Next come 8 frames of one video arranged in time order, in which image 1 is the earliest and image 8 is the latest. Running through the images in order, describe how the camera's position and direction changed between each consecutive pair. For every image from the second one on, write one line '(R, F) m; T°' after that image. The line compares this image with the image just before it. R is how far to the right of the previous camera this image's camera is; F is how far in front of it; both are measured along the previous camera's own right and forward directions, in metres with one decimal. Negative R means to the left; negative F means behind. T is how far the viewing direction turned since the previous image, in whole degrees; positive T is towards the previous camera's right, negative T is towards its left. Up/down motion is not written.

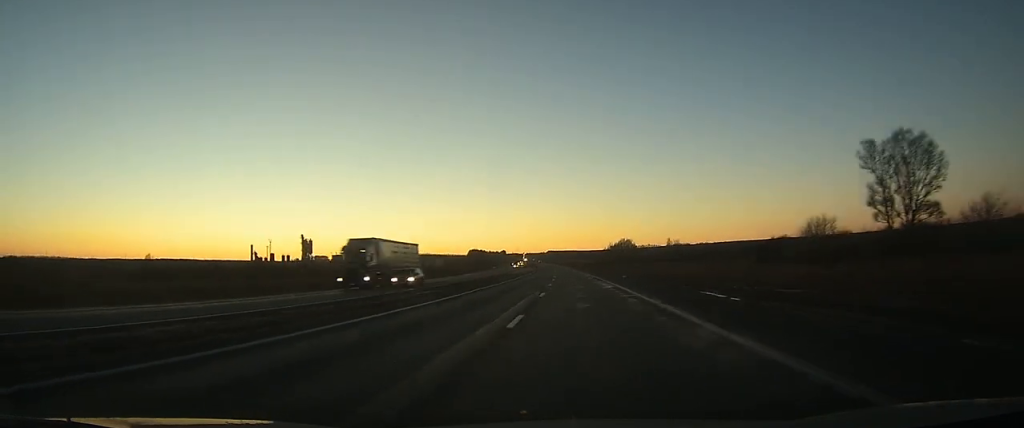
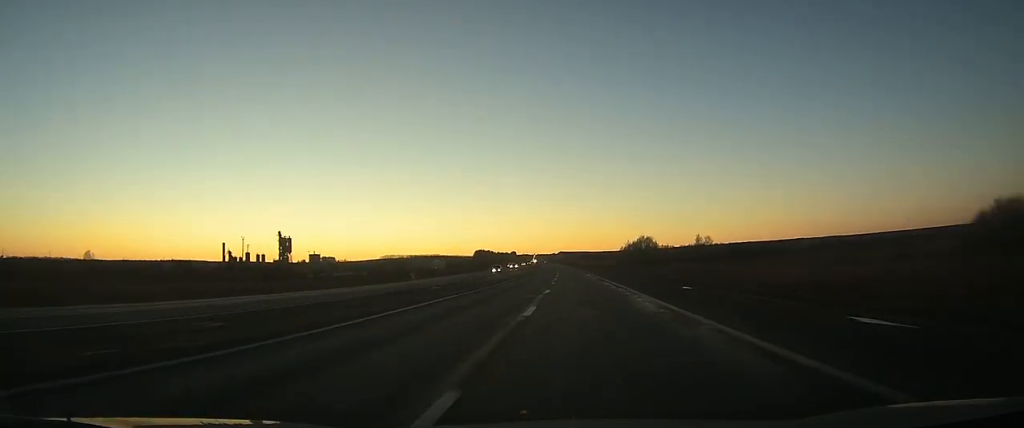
(-0.6, +49.1) m; -1°
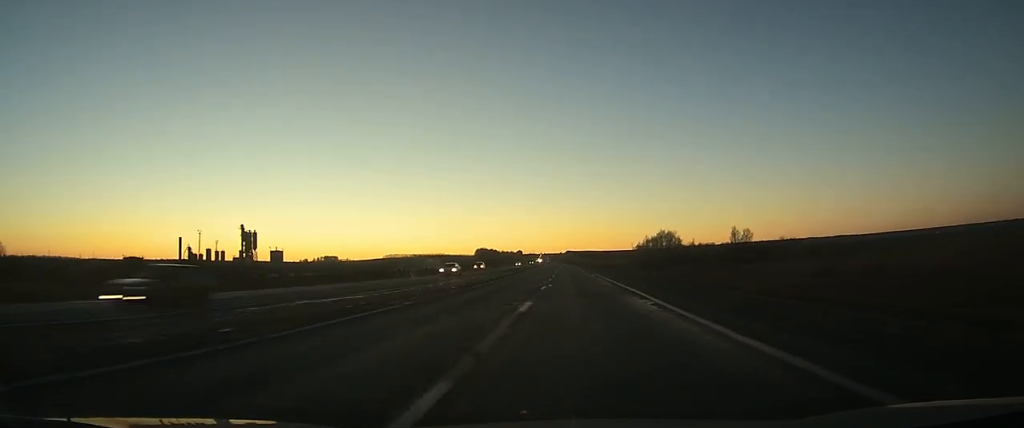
(-0.6, +50.7) m; -1°
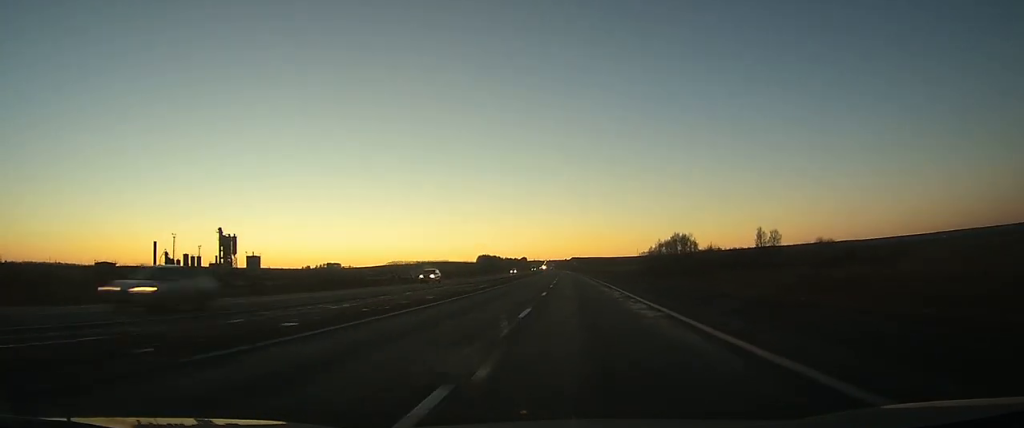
(-0.3, +24.8) m; -1°
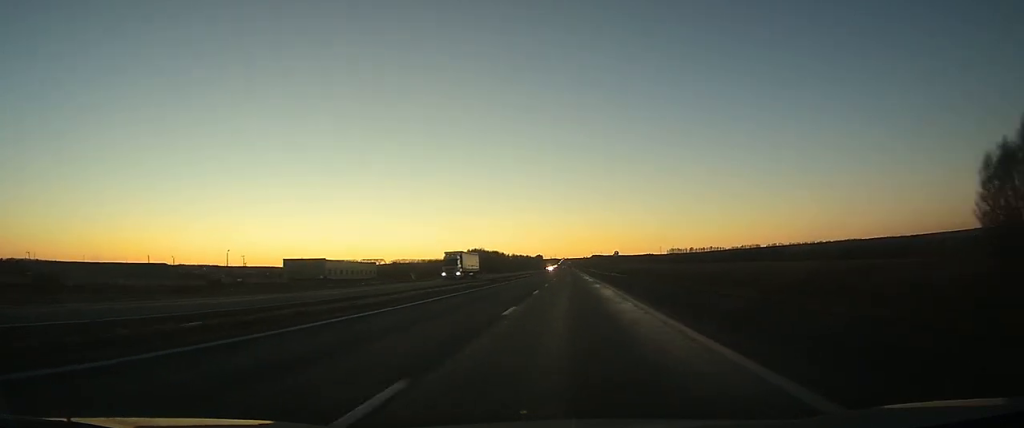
(-4.3, +181.2) m; -2°
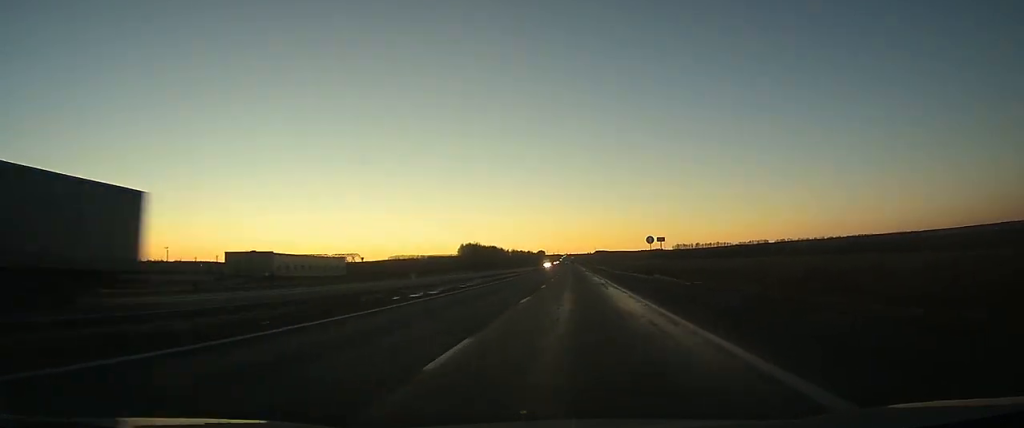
(0.0, +38.1) m; 0°
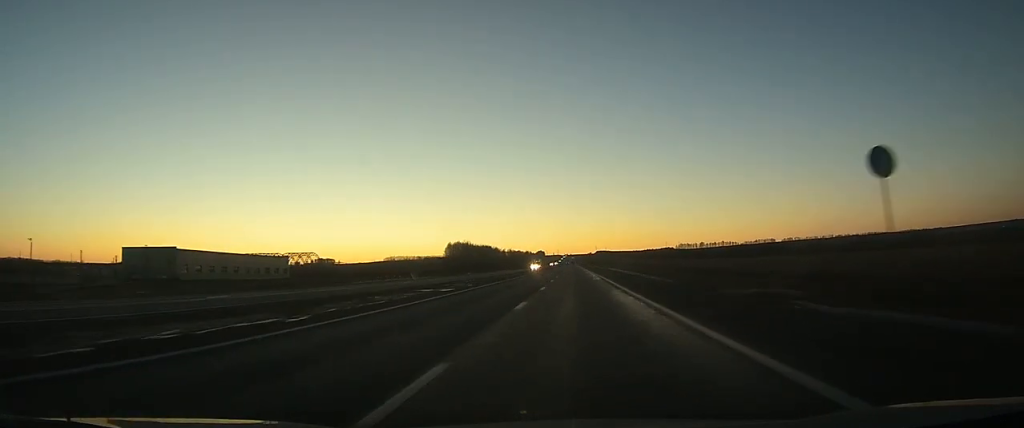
(0.0, +45.0) m; 0°
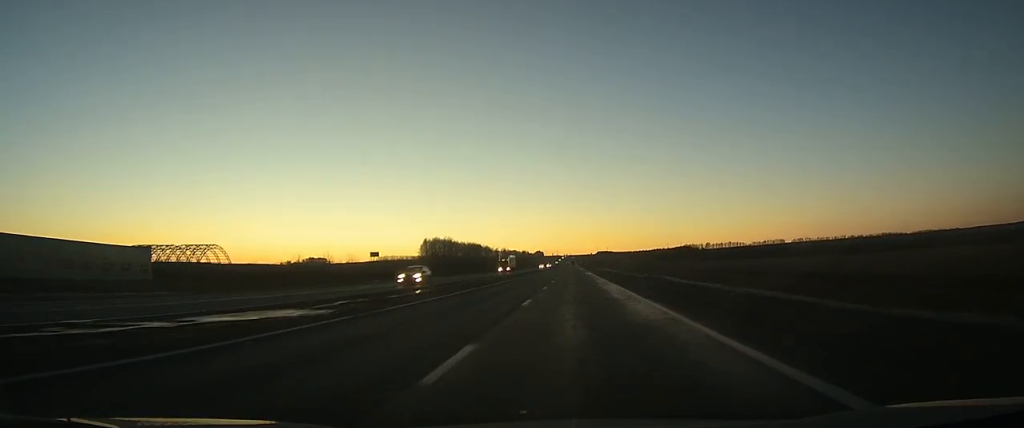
(0.0, +69.9) m; 0°
